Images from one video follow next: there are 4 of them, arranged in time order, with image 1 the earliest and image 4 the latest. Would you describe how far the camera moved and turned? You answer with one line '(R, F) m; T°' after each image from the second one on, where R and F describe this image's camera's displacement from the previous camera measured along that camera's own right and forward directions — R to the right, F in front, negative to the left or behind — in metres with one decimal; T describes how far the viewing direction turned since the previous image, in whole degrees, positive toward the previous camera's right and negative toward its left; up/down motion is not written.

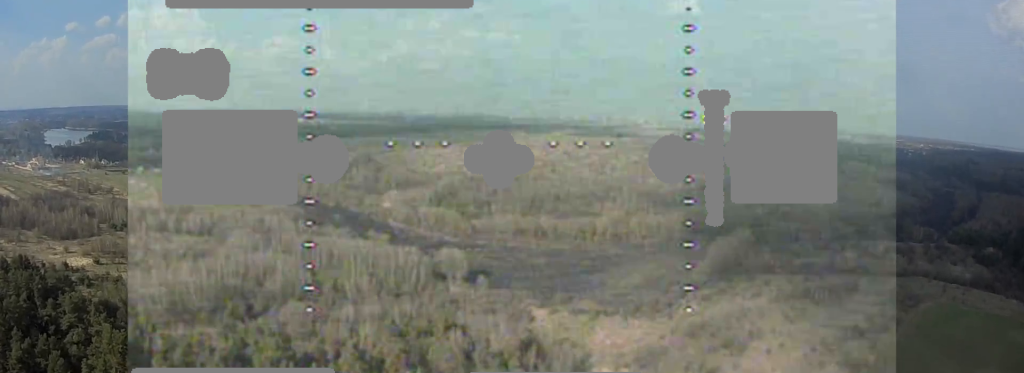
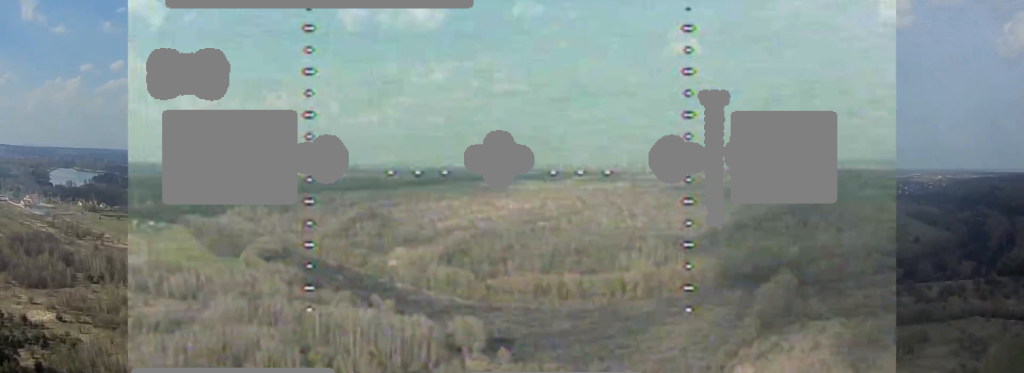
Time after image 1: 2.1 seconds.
(-2.1, +36.2) m; -7°
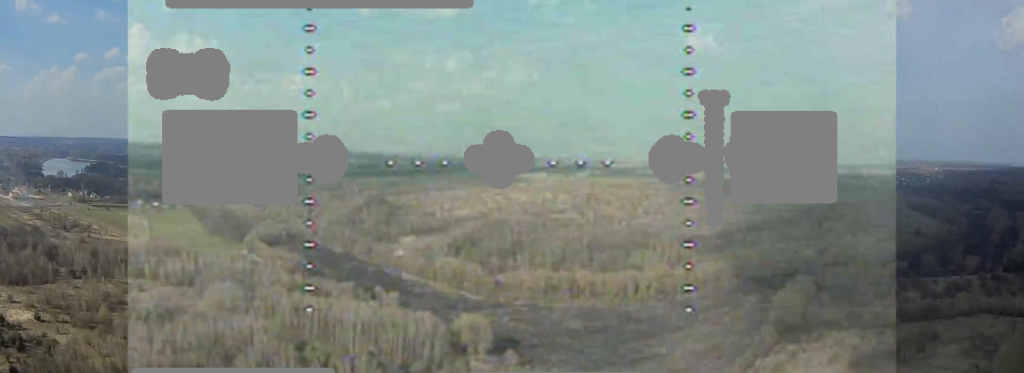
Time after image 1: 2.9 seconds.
(0.0, +13.7) m; 0°
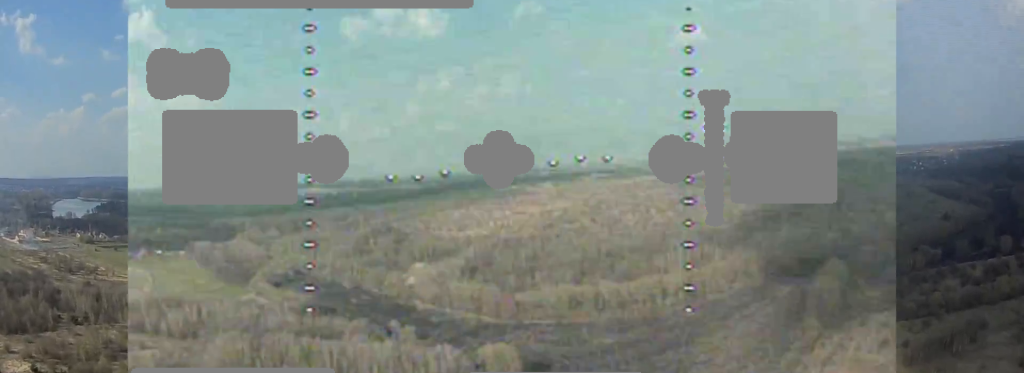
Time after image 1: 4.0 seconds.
(0.0, +17.9) m; 0°
